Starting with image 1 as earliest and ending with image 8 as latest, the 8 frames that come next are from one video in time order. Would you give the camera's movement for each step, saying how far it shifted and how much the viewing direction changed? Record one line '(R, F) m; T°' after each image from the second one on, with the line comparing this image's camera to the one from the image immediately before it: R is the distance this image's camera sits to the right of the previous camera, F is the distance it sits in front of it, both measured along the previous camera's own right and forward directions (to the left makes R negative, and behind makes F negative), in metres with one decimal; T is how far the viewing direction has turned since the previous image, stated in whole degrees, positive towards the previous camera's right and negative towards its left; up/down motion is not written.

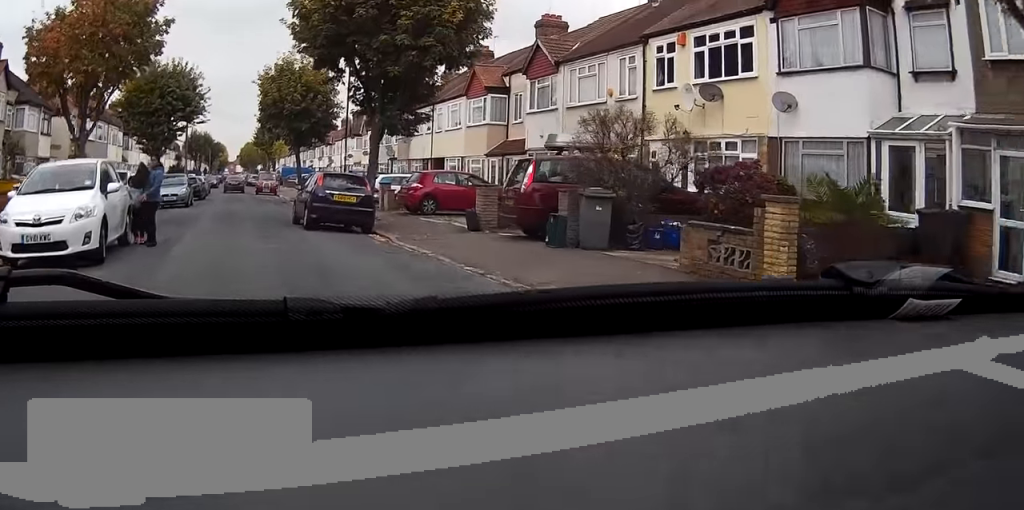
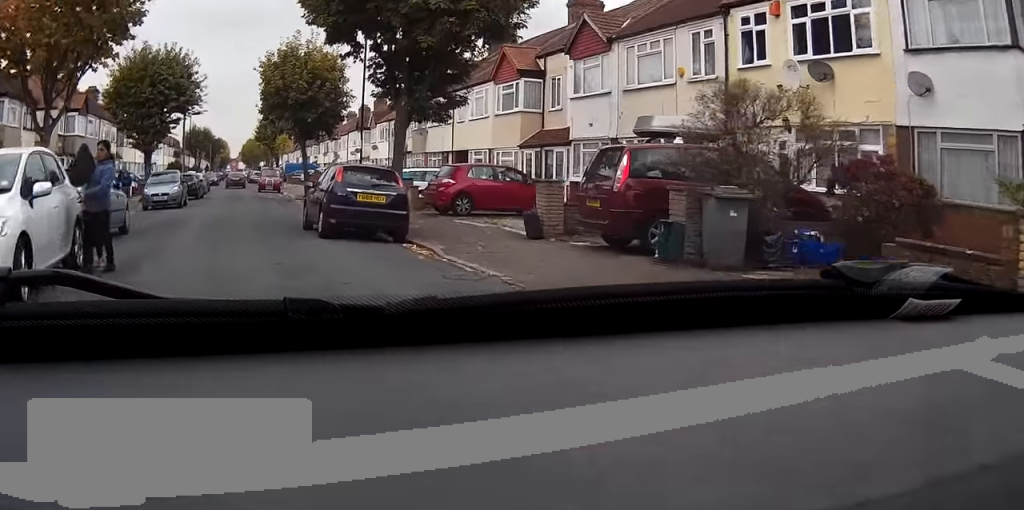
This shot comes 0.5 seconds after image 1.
(0.0, +3.9) m; -1°
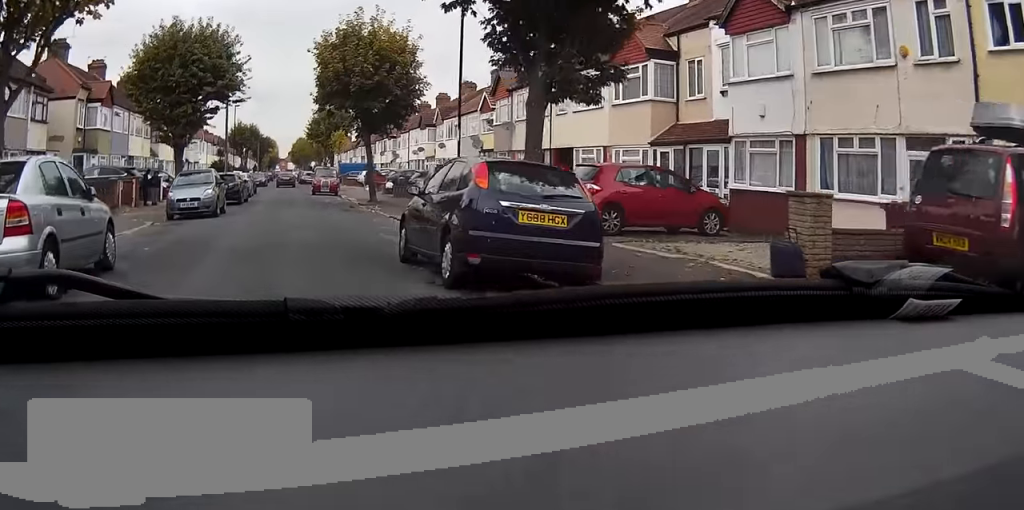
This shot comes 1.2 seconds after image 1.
(-0.1, +6.3) m; -1°
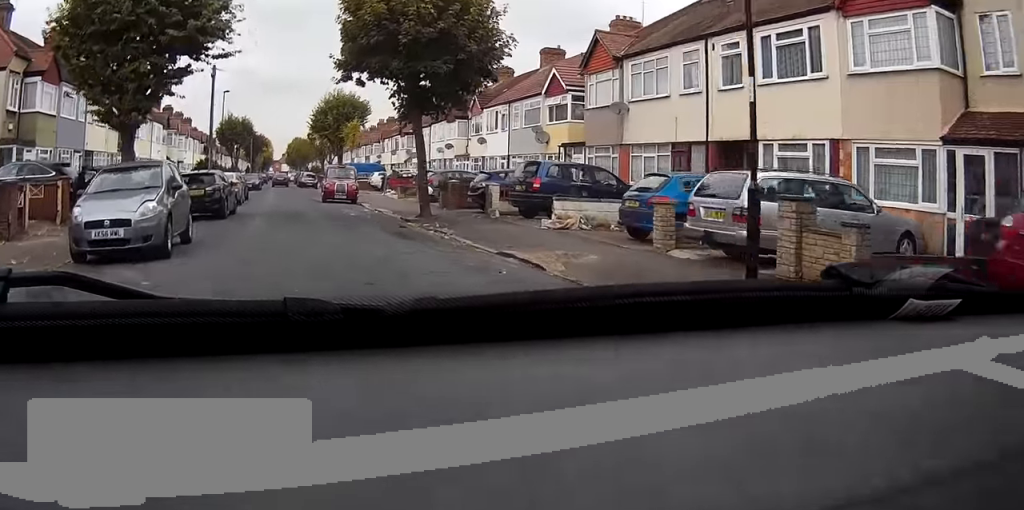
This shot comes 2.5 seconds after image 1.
(+0.1, +11.6) m; +2°
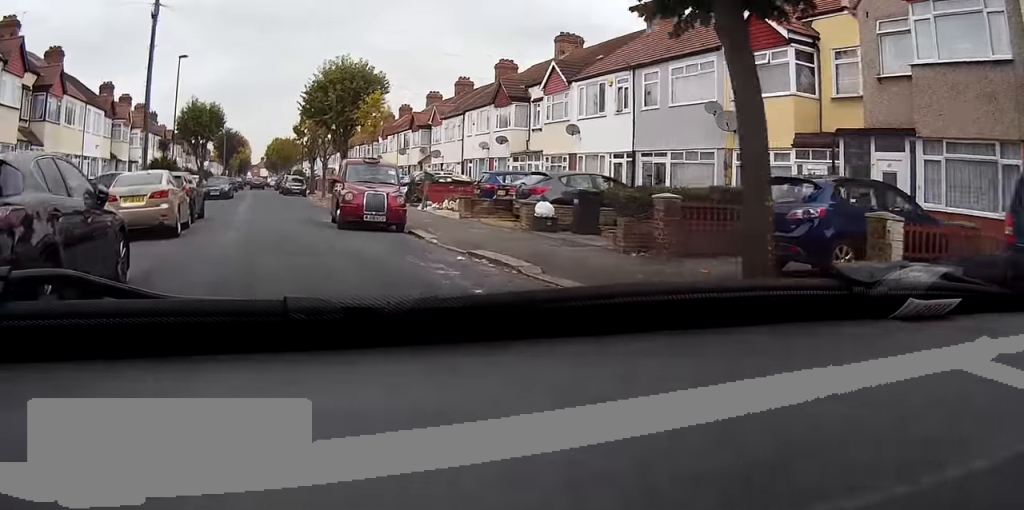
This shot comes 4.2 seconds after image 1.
(+0.2, +16.5) m; 0°
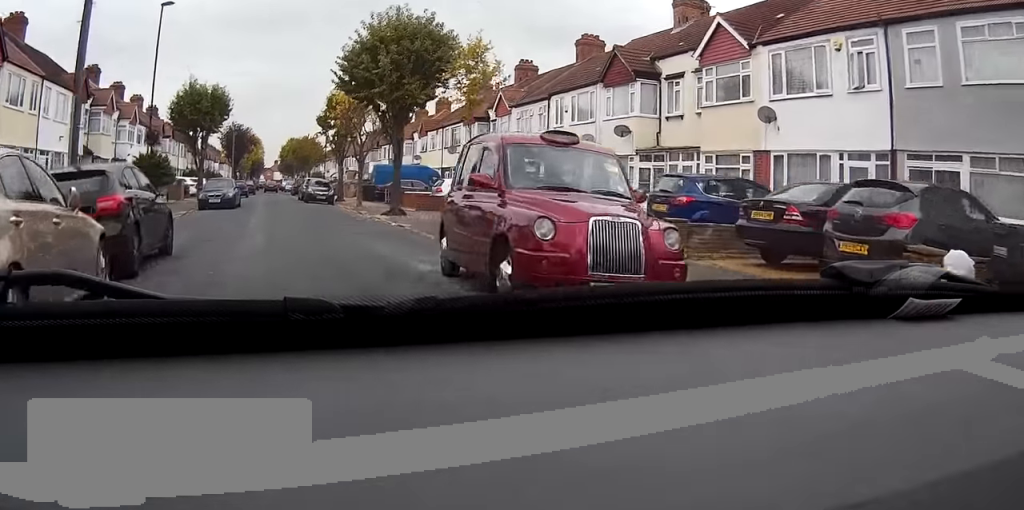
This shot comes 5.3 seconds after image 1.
(-0.1, +11.5) m; -1°
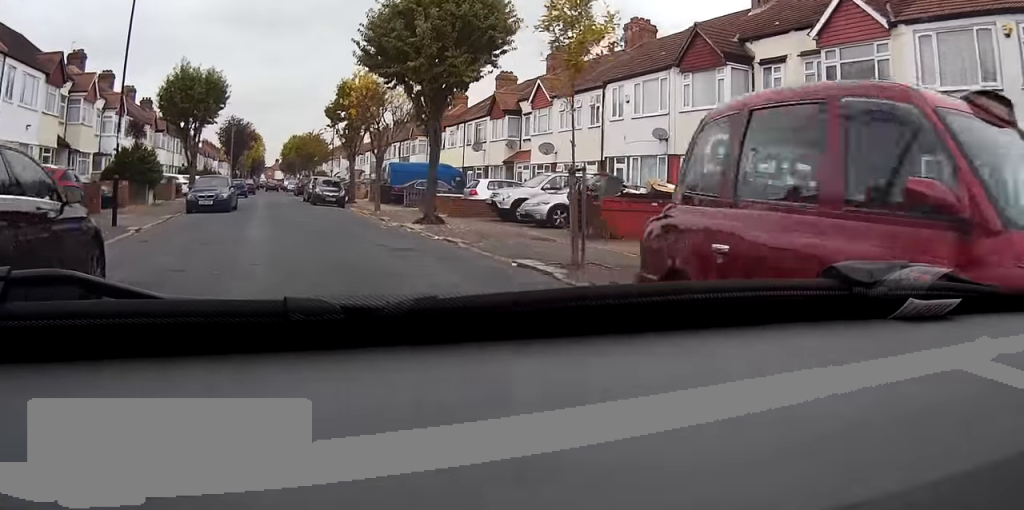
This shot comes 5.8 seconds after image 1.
(0.0, +5.5) m; 0°
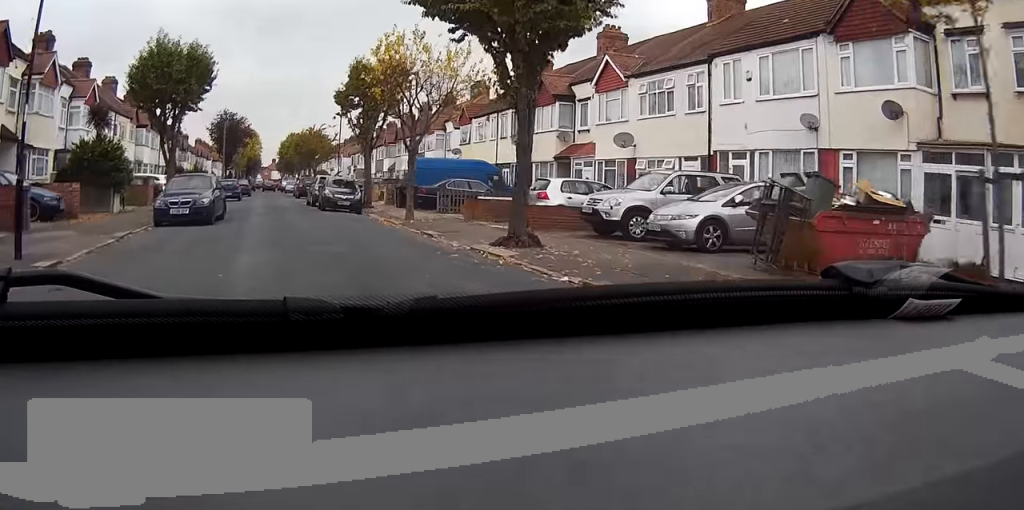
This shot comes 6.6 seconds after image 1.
(0.0, +7.8) m; 0°
